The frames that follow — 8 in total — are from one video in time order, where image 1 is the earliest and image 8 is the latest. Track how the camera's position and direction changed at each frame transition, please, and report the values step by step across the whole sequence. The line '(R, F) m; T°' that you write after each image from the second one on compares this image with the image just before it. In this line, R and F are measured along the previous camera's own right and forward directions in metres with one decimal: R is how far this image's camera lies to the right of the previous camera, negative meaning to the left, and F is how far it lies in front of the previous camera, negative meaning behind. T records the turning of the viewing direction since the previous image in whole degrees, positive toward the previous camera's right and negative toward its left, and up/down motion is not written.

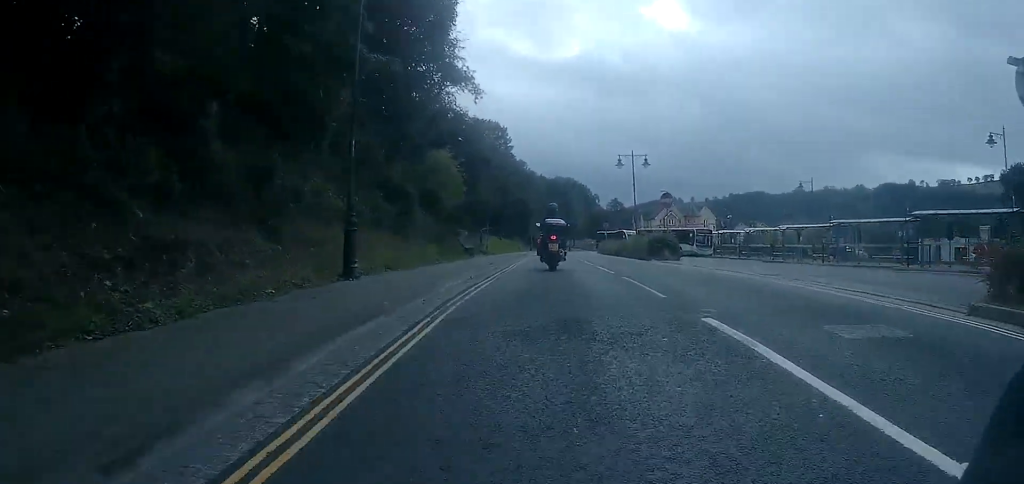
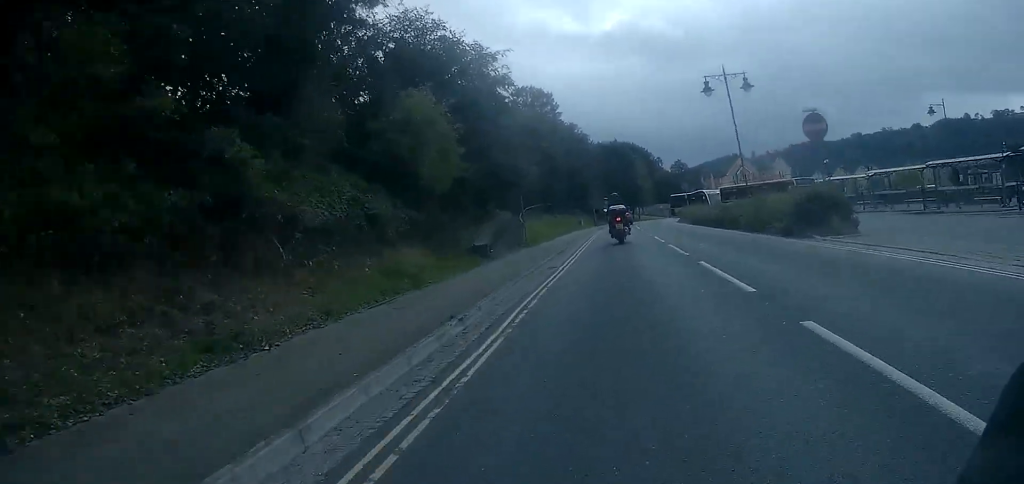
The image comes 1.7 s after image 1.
(-0.5, +13.8) m; -3°
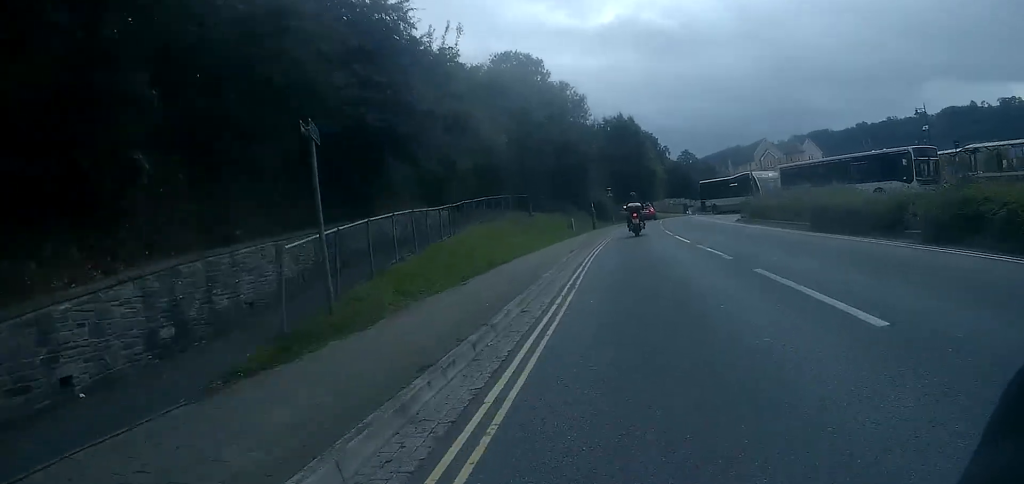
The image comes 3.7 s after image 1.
(+0.5, +20.6) m; +3°
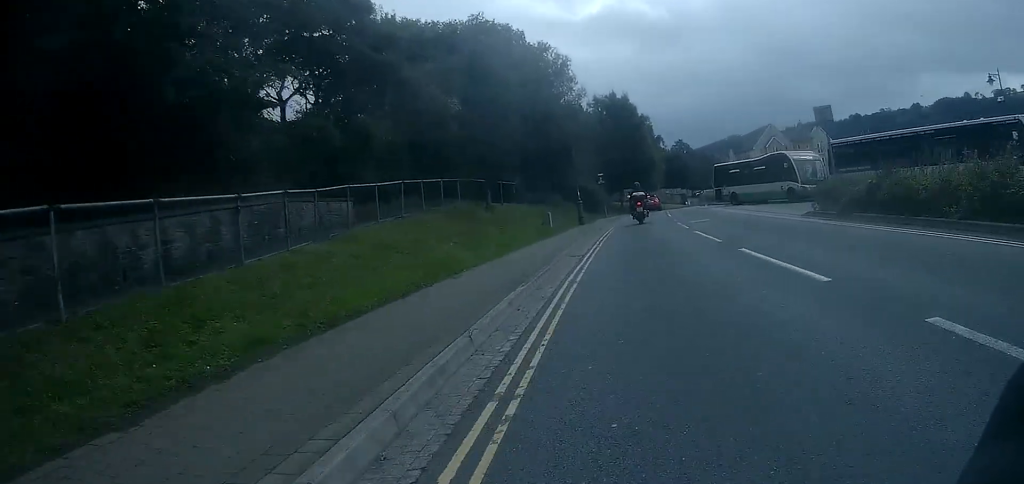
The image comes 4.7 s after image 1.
(0.0, +10.8) m; 0°
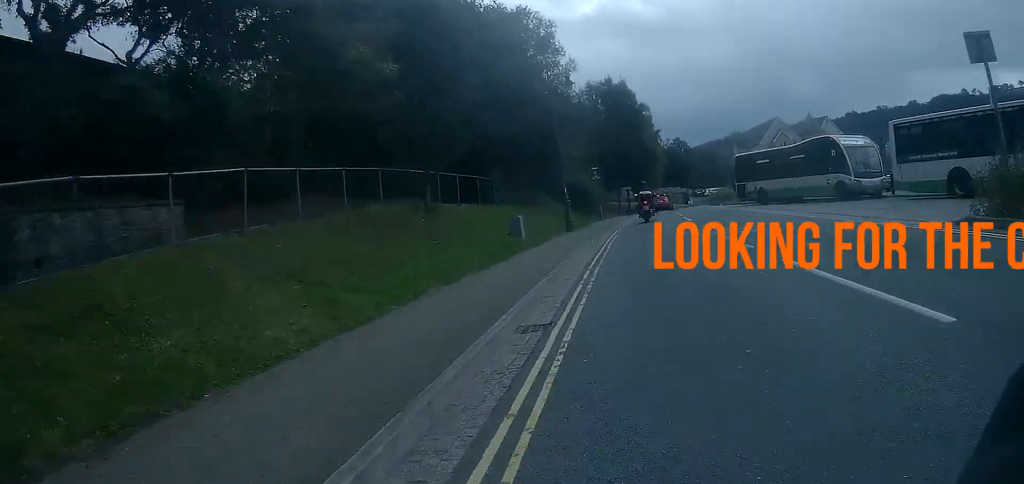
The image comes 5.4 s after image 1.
(0.0, +8.1) m; 0°
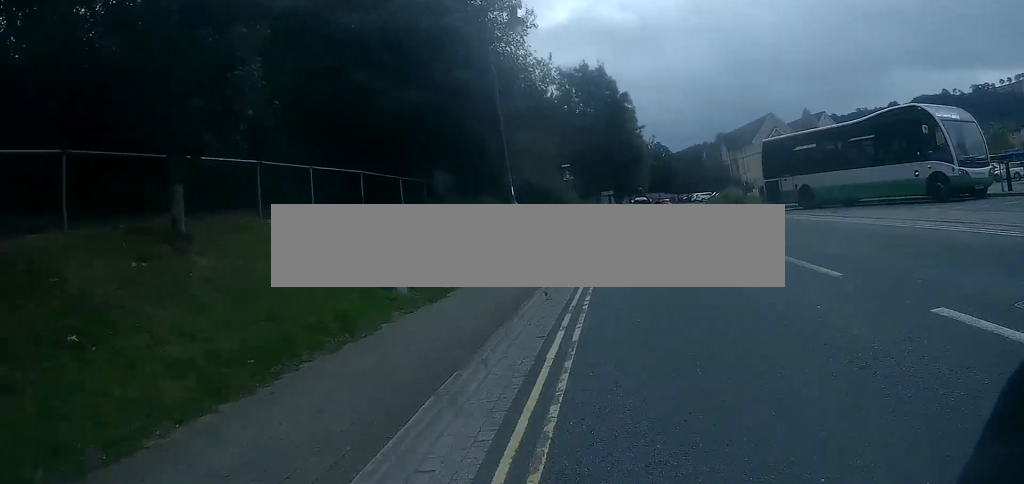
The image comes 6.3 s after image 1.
(0.0, +9.9) m; 0°
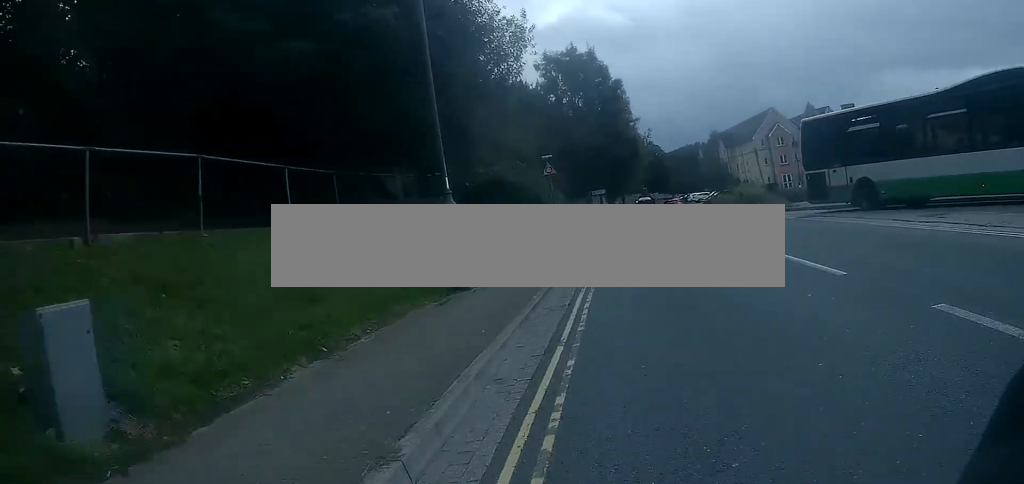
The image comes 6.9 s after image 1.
(0.0, +5.9) m; 0°
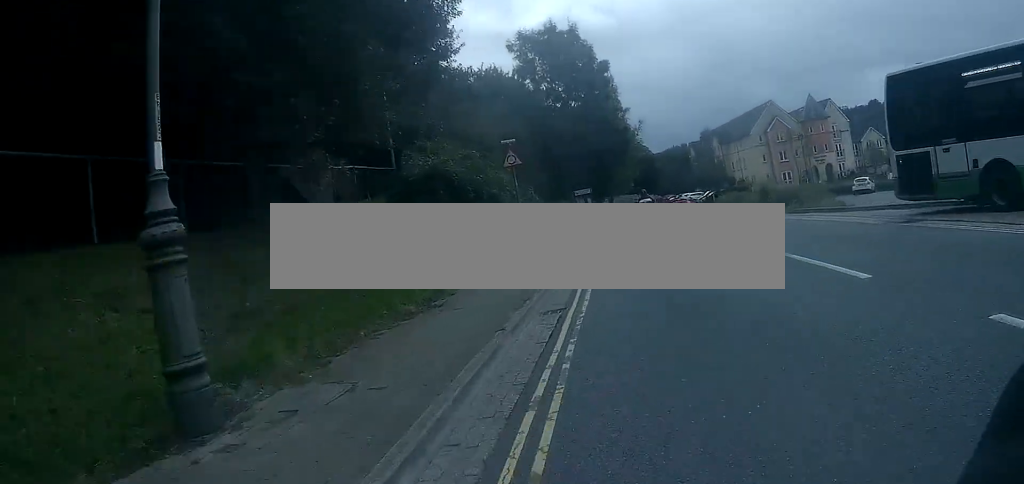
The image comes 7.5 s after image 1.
(0.0, +6.8) m; 0°
